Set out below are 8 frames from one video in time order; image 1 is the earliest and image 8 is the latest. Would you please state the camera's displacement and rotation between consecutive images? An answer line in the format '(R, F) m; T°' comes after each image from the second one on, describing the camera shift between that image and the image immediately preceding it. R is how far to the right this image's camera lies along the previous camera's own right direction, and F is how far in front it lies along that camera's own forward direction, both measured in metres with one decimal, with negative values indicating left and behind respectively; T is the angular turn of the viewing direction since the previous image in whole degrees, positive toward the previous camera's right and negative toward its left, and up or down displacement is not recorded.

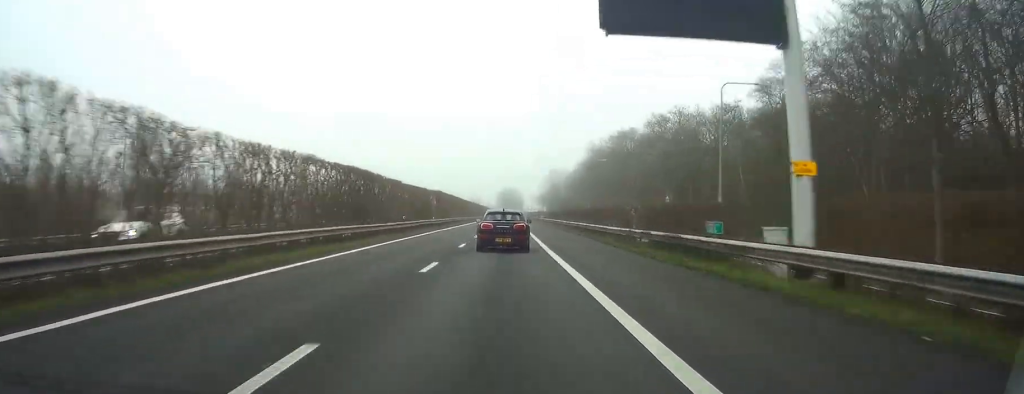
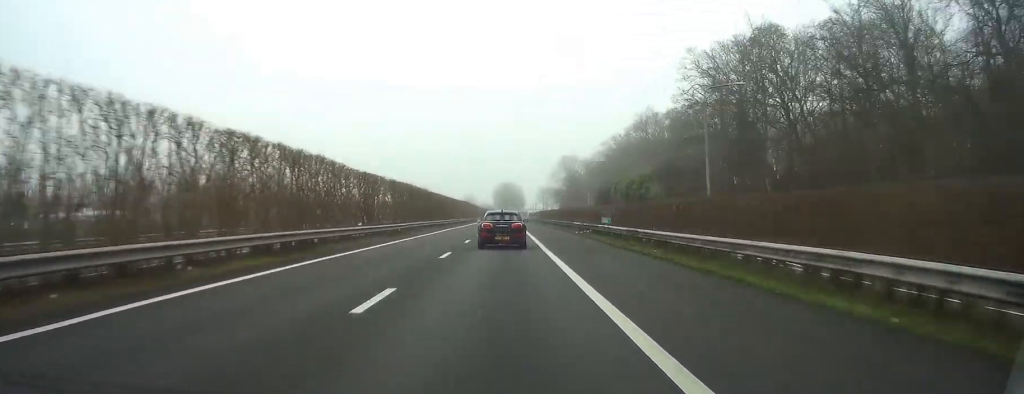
(-0.4, +79.2) m; 0°
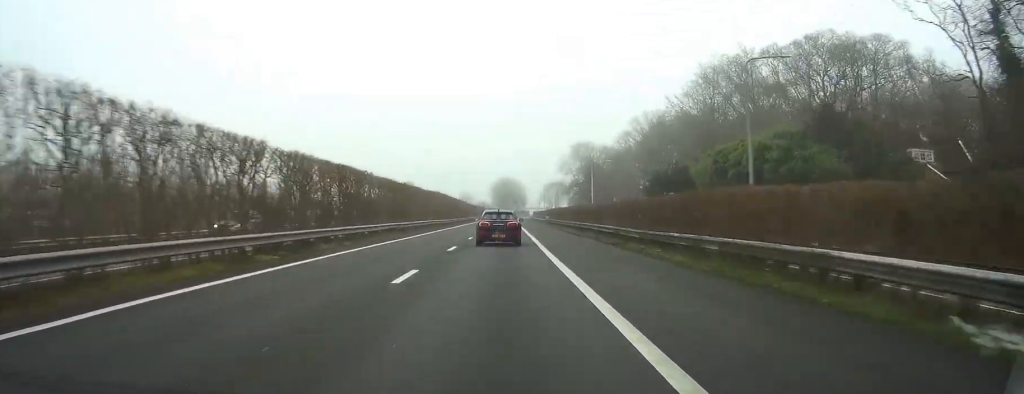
(+0.1, +43.7) m; 0°
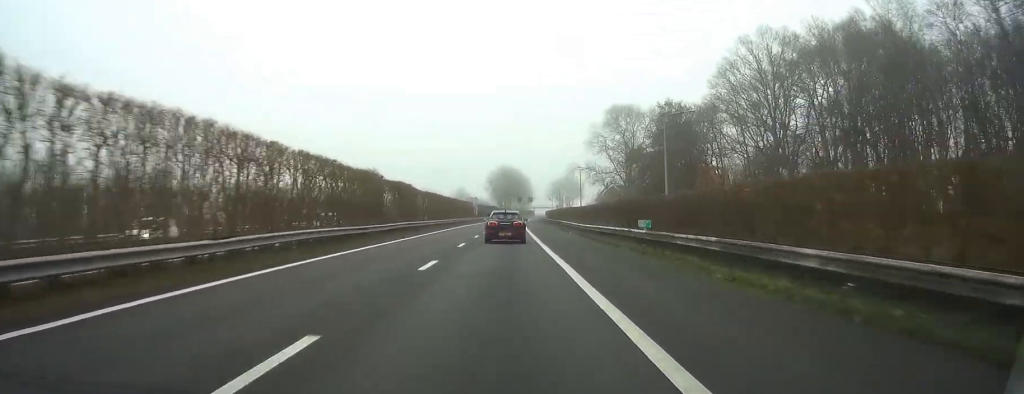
(0.0, +69.7) m; 0°
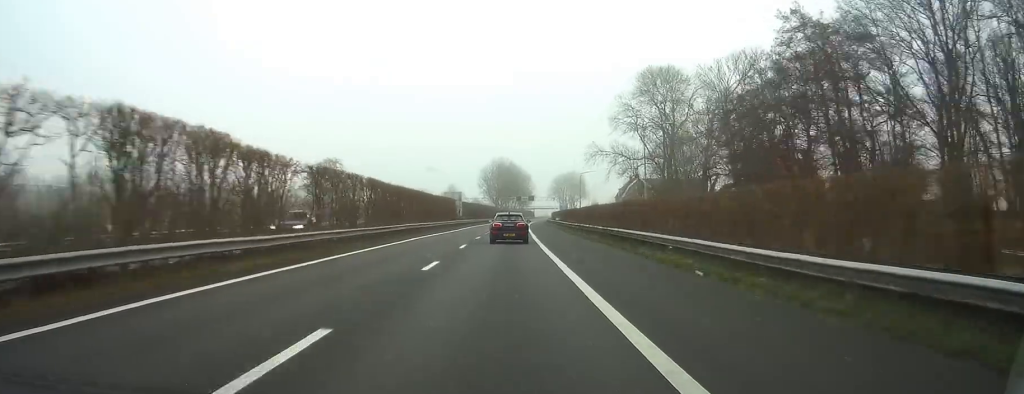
(-0.1, +35.9) m; 0°
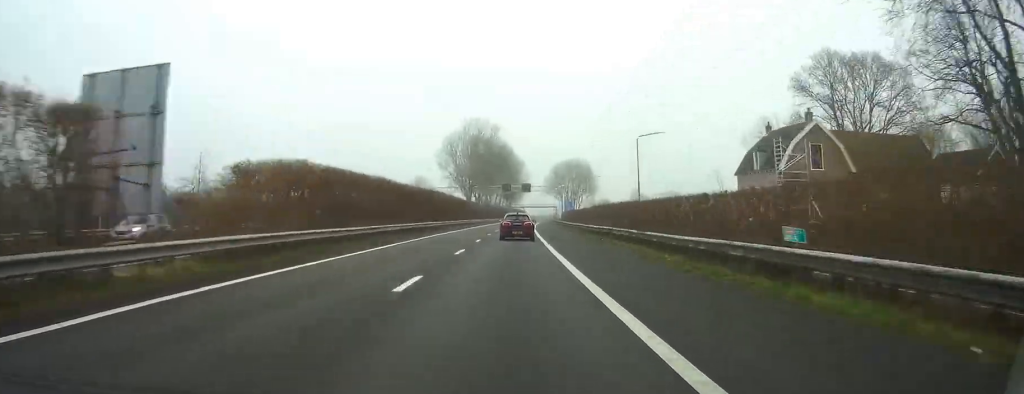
(+0.2, +77.8) m; +1°
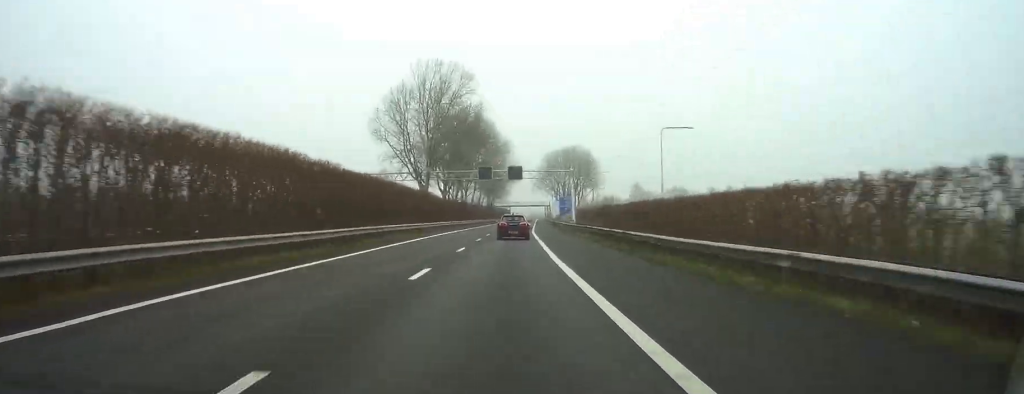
(+0.3, +45.8) m; +1°
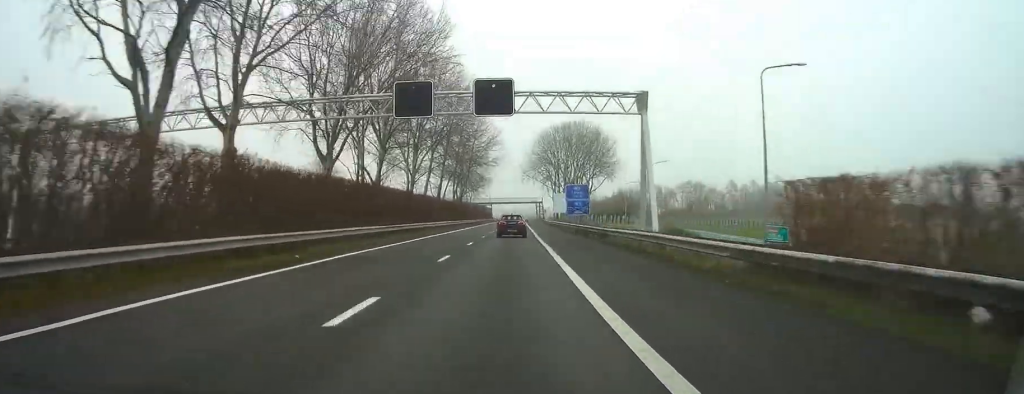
(+0.2, +55.8) m; +1°
